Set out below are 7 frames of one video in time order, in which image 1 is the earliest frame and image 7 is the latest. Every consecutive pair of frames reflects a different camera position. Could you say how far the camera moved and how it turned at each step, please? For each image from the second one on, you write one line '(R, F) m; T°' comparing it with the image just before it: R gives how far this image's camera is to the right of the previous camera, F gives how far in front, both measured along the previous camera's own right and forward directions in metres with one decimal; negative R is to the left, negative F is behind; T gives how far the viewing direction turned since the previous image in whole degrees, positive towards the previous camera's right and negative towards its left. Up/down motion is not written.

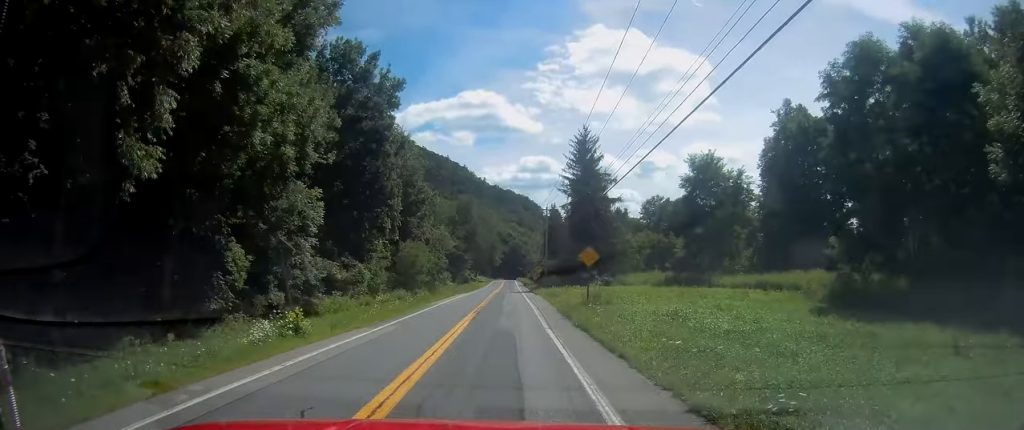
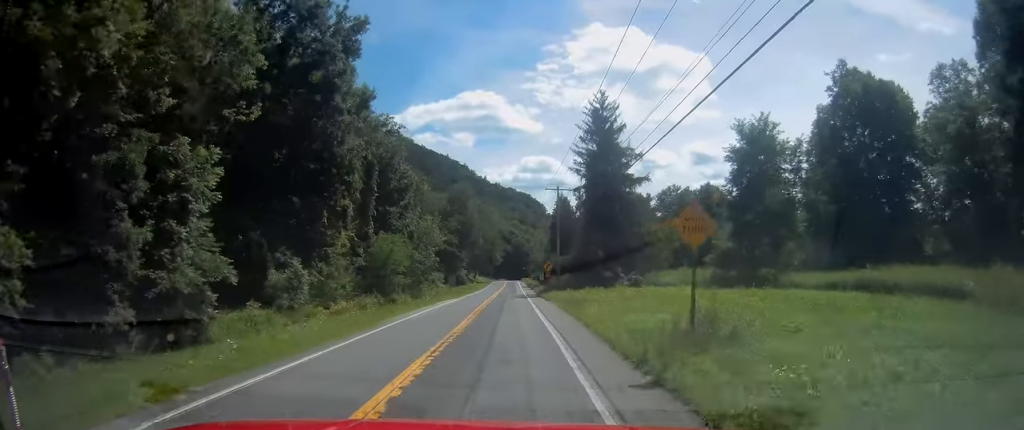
(+0.3, +16.0) m; -1°
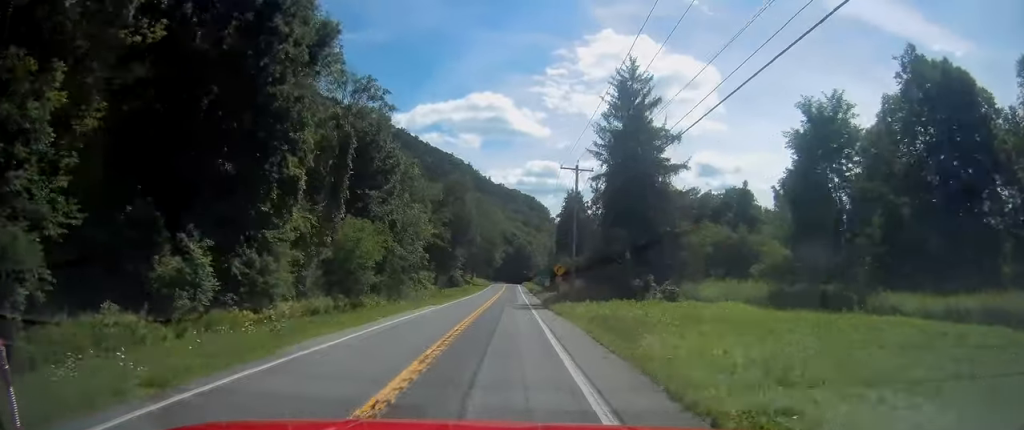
(-0.2, +12.8) m; 0°
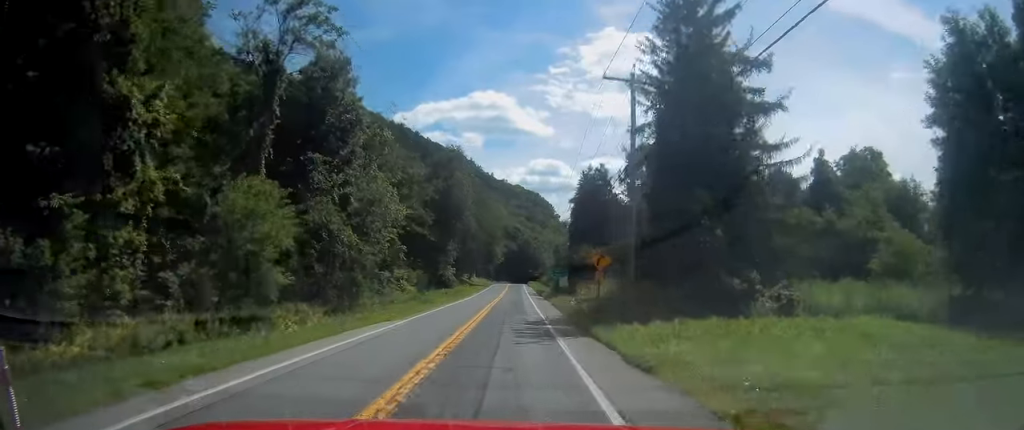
(-0.3, +19.3) m; 0°
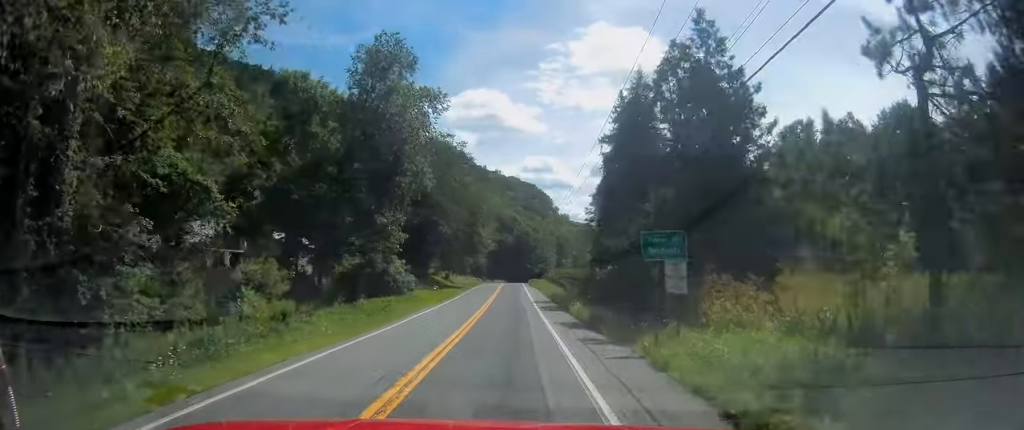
(+0.1, +38.1) m; 0°
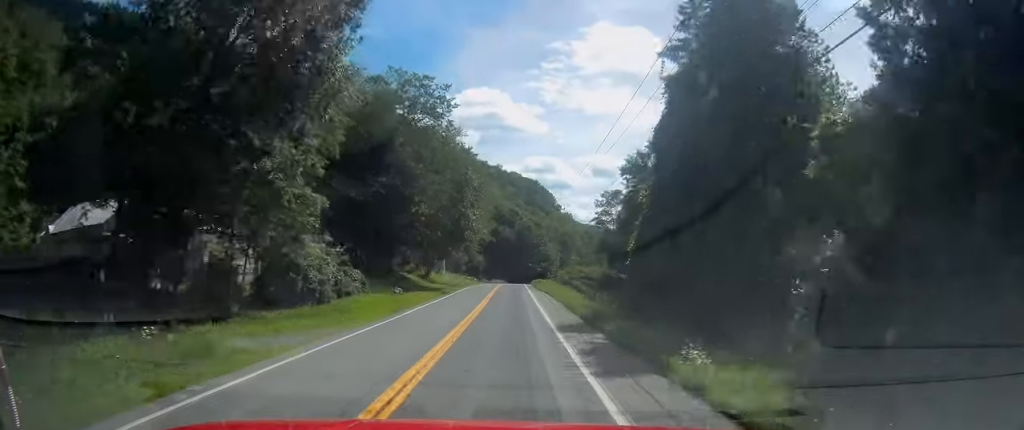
(+0.1, +21.9) m; 0°
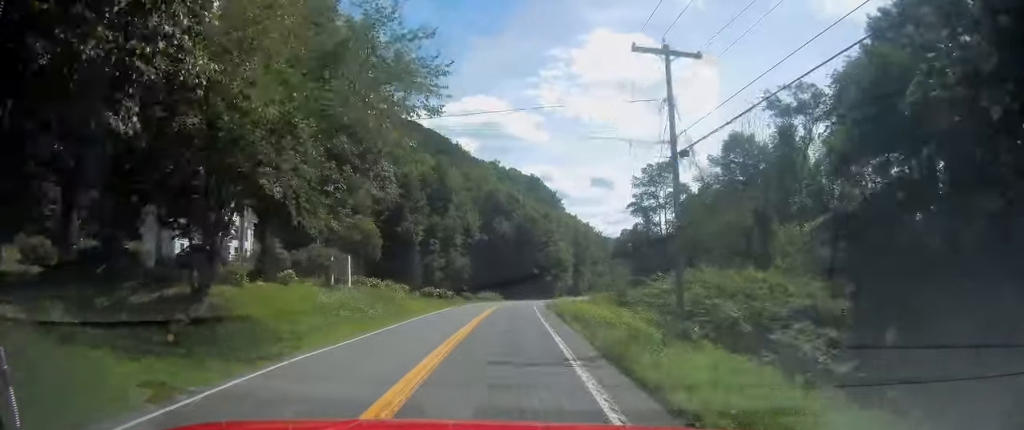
(0.0, +53.7) m; +1°
